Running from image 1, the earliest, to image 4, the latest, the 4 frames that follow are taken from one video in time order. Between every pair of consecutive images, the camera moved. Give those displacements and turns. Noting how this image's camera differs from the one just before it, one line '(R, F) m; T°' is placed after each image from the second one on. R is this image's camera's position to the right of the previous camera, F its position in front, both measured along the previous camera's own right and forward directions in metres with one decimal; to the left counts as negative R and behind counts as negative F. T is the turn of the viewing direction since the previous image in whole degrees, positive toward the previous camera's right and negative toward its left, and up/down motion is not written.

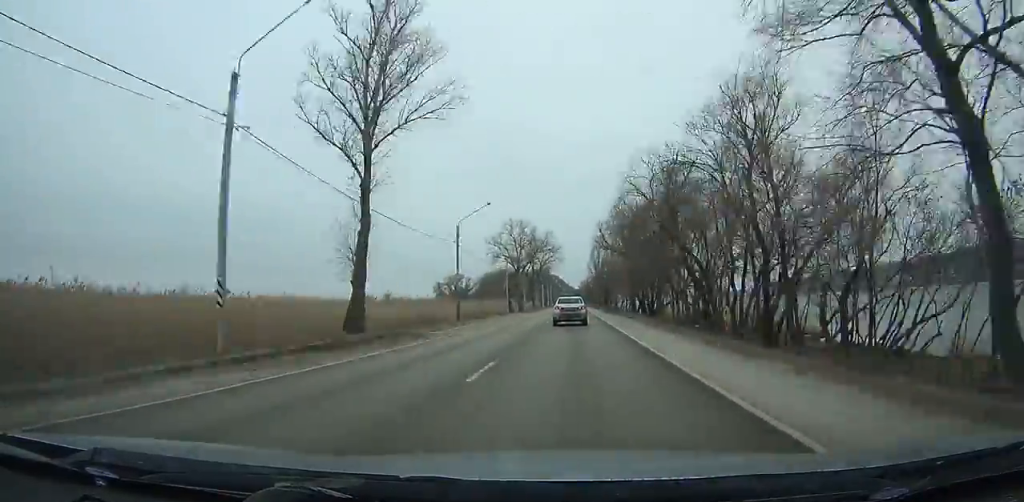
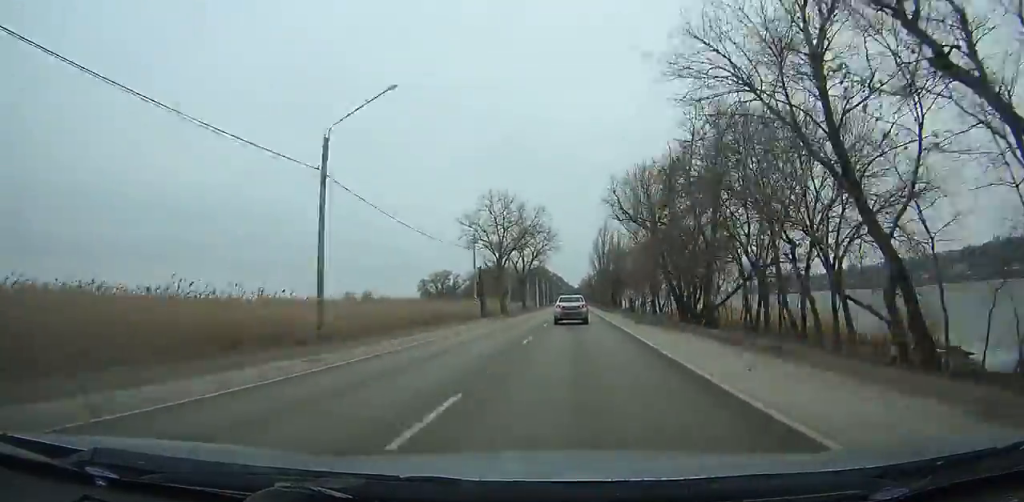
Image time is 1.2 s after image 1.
(+0.1, +28.1) m; 0°
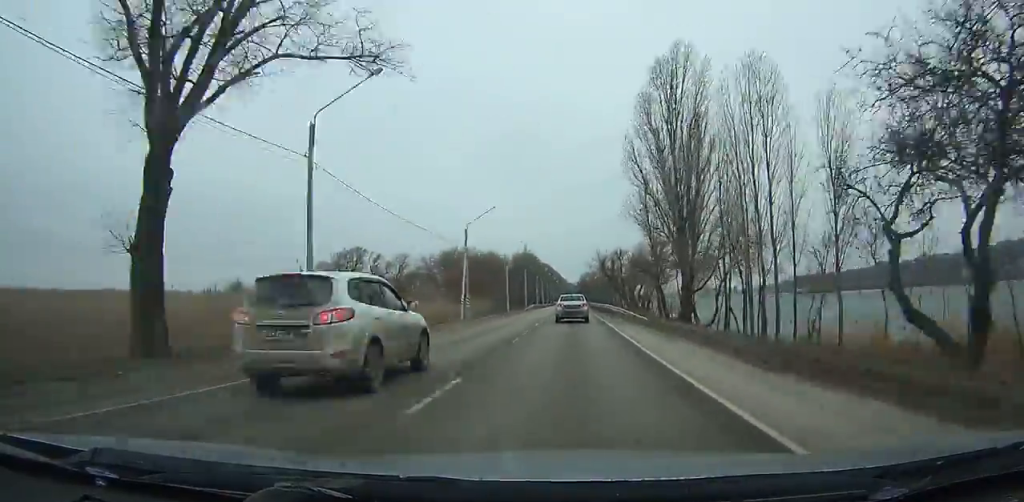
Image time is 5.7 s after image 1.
(-1.8, +105.4) m; -3°
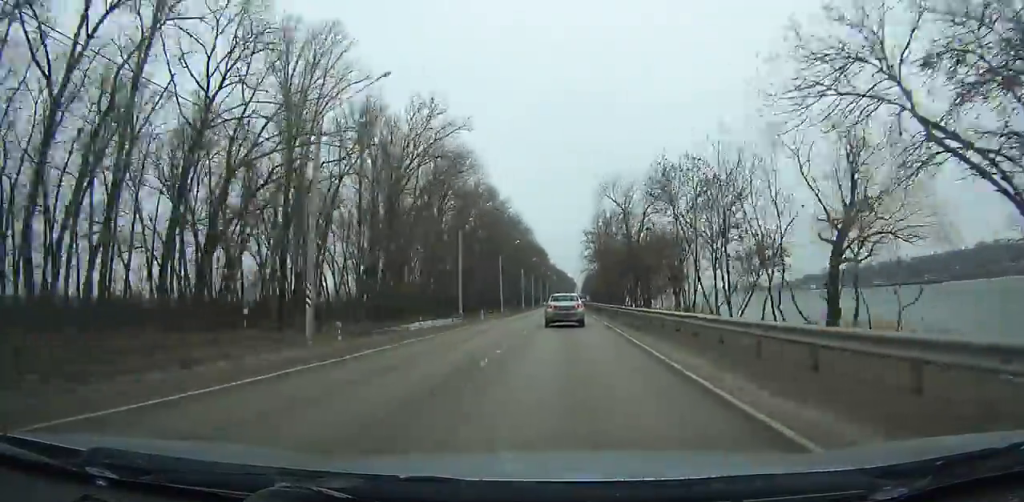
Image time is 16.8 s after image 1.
(+3.0, +265.2) m; +1°
